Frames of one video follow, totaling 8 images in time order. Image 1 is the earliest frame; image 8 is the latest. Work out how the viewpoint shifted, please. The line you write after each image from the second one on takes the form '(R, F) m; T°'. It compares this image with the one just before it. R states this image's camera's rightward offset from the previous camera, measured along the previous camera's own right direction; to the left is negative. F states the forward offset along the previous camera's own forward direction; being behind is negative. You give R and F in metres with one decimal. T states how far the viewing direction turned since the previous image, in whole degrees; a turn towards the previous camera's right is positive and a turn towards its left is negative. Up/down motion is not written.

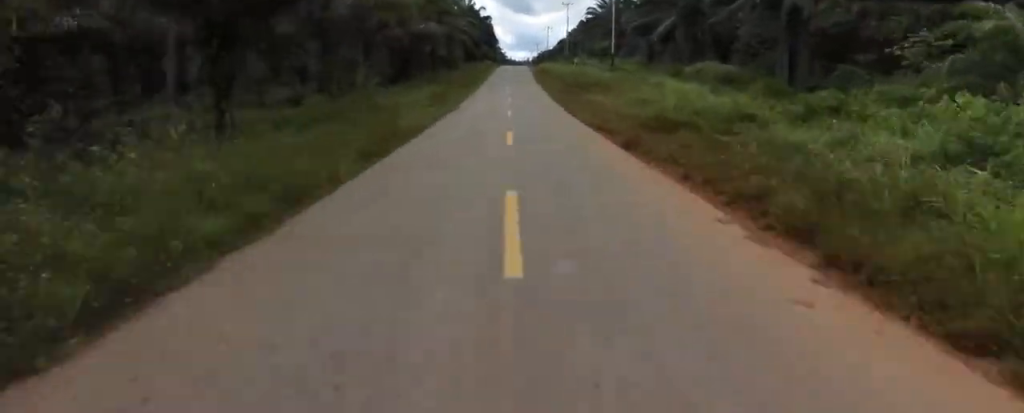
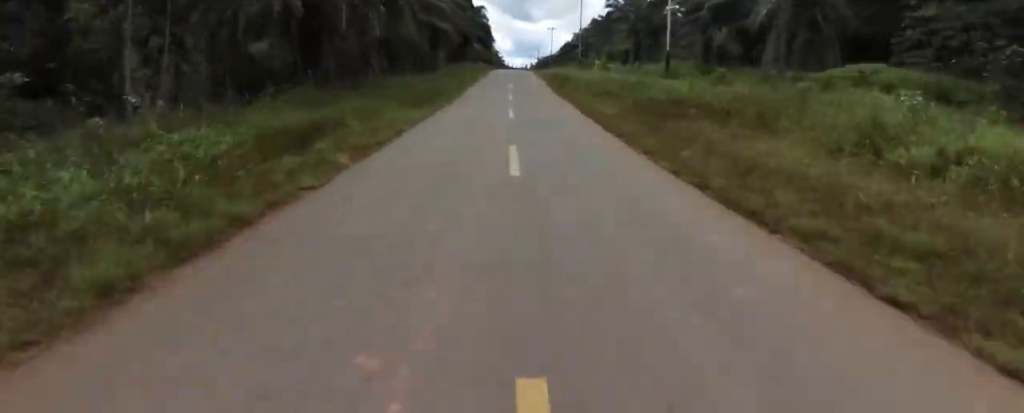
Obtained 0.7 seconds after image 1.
(-0.2, +19.9) m; 0°
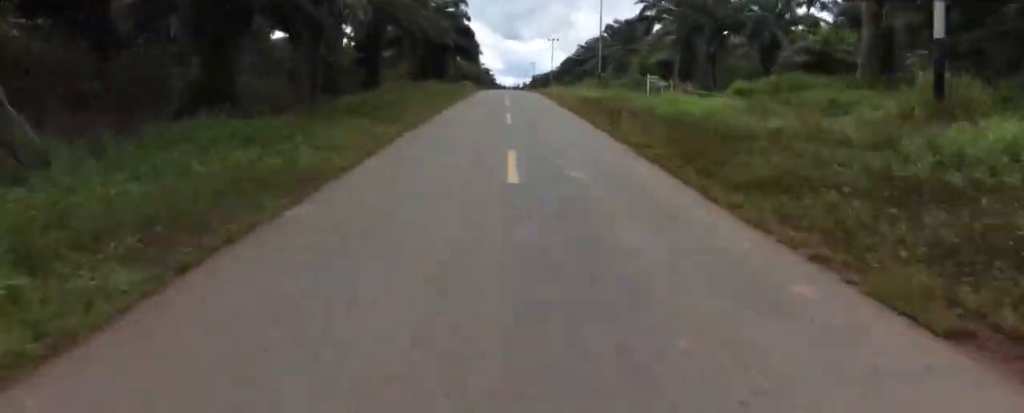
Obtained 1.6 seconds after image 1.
(0.0, +25.3) m; +1°
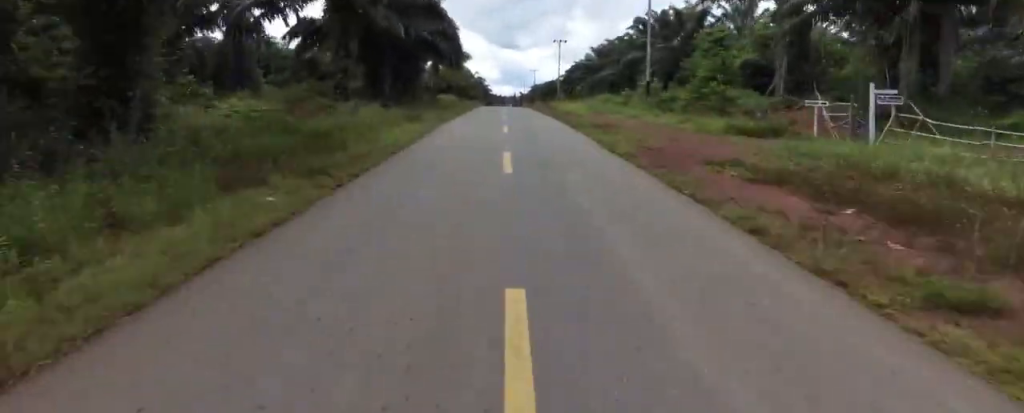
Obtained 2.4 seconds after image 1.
(0.0, +21.3) m; +1°
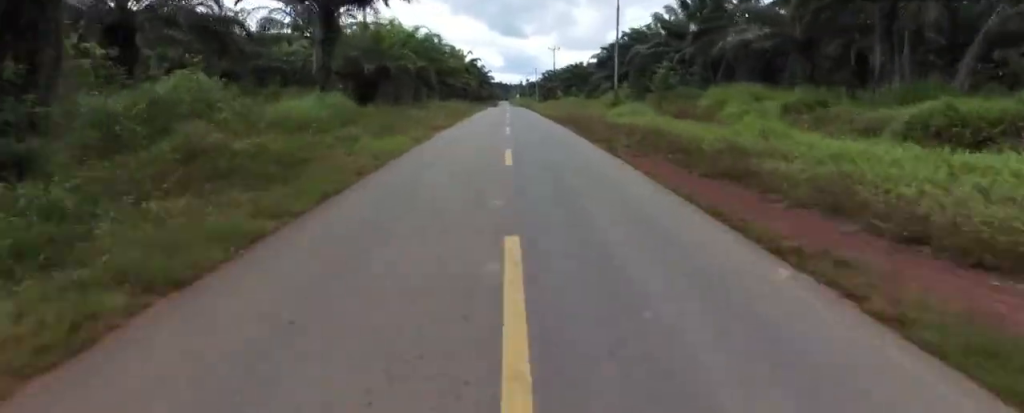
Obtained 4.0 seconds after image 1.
(+0.8, +46.8) m; 0°
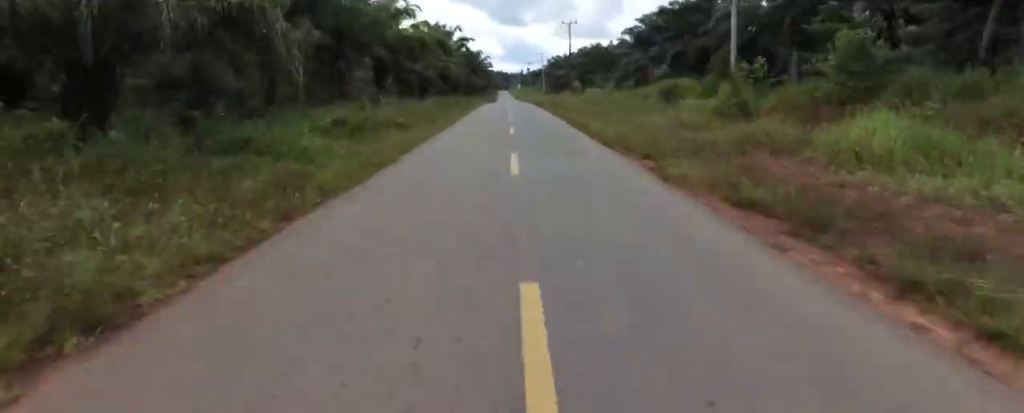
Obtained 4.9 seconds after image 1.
(-0.1, +25.1) m; +1°
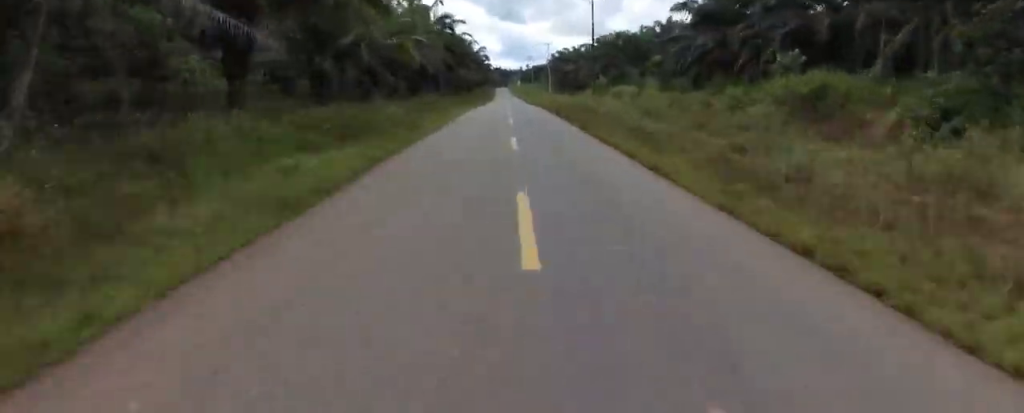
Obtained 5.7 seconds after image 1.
(+0.2, +21.5) m; 0°
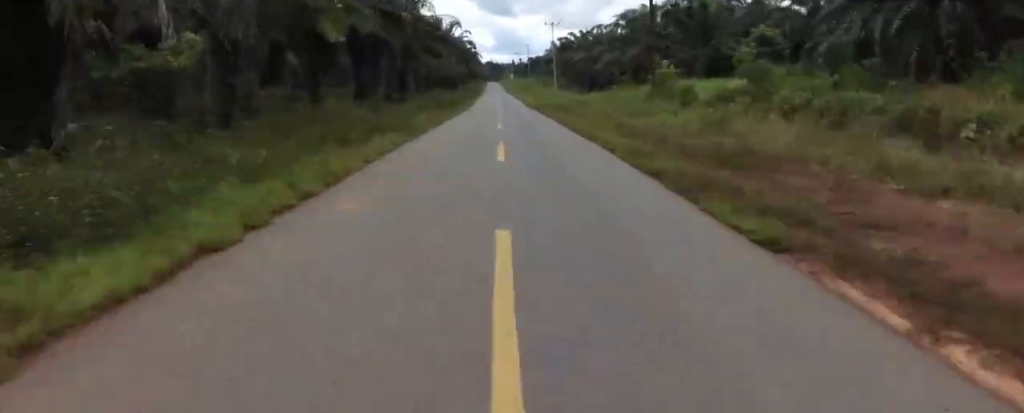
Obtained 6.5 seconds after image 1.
(+0.1, +25.6) m; -1°
